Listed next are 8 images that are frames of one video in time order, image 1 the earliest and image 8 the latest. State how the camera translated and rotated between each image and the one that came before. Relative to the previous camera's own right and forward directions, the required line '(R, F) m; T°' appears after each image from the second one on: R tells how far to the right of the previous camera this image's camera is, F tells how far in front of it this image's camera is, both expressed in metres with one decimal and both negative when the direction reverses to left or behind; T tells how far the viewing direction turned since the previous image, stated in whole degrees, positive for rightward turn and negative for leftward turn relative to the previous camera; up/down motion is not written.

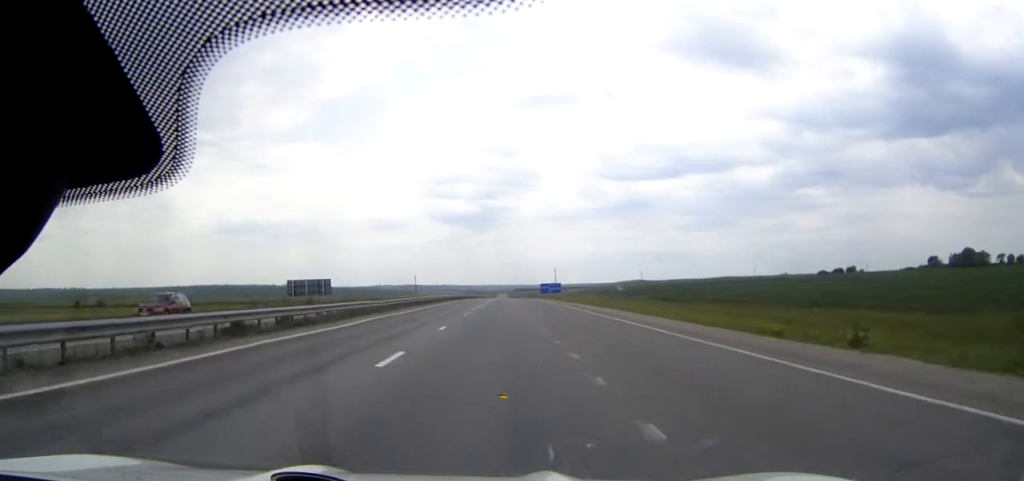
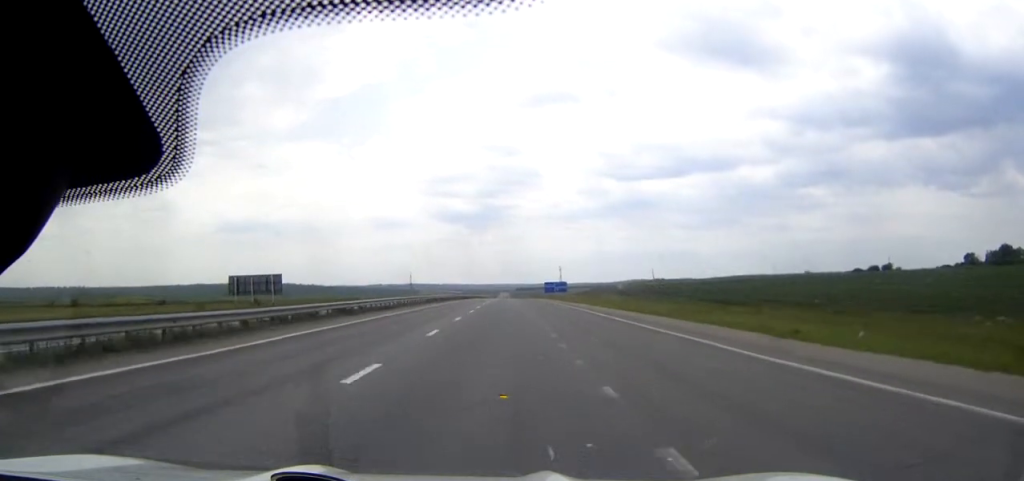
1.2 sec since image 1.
(0.0, +26.5) m; 0°
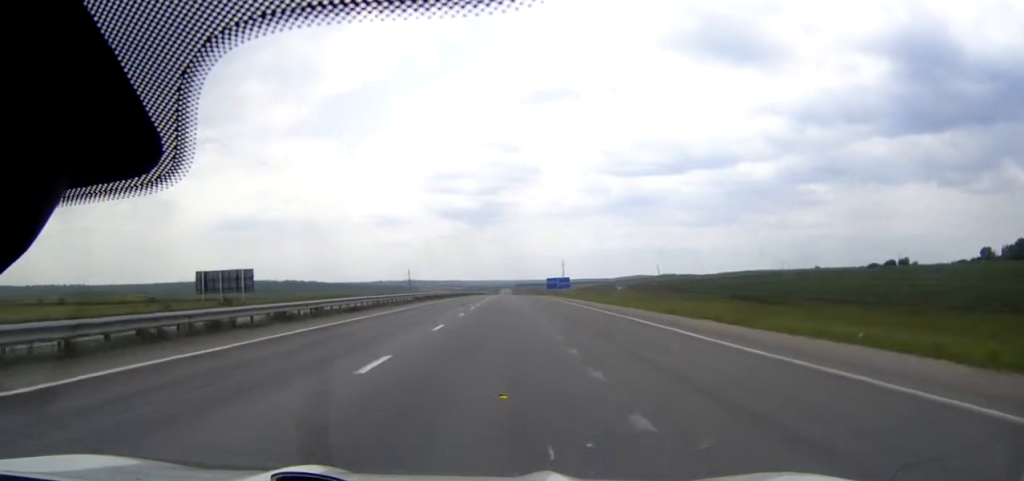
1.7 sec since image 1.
(0.0, +10.7) m; 0°
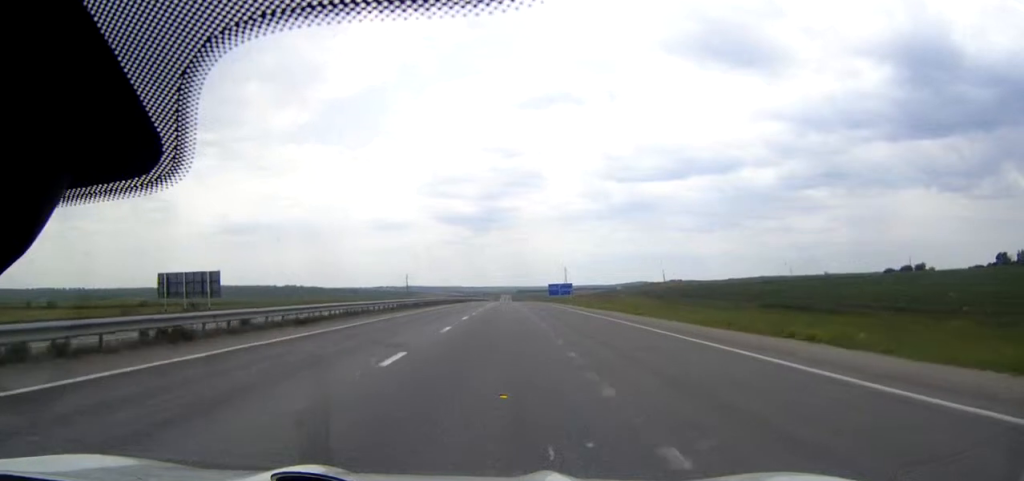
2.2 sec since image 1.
(0.0, +10.1) m; 0°
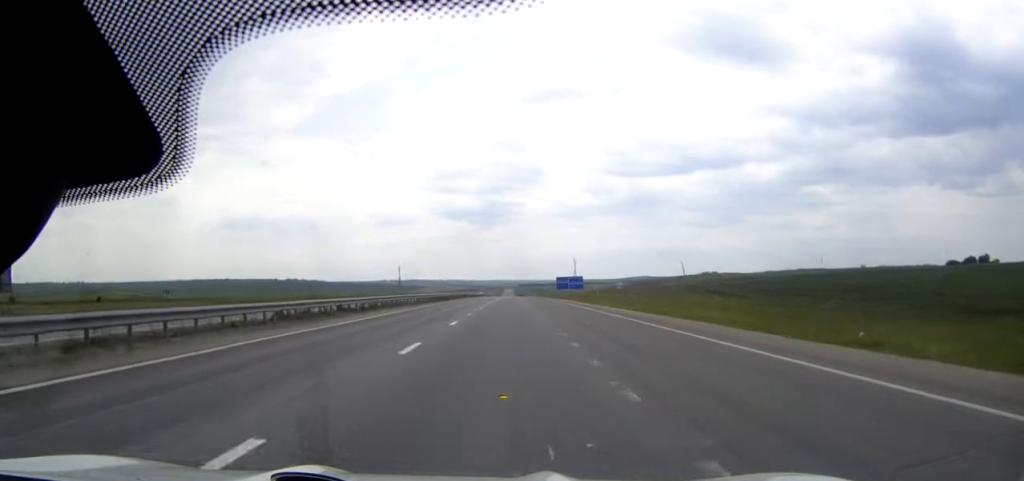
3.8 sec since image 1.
(0.0, +34.4) m; 0°
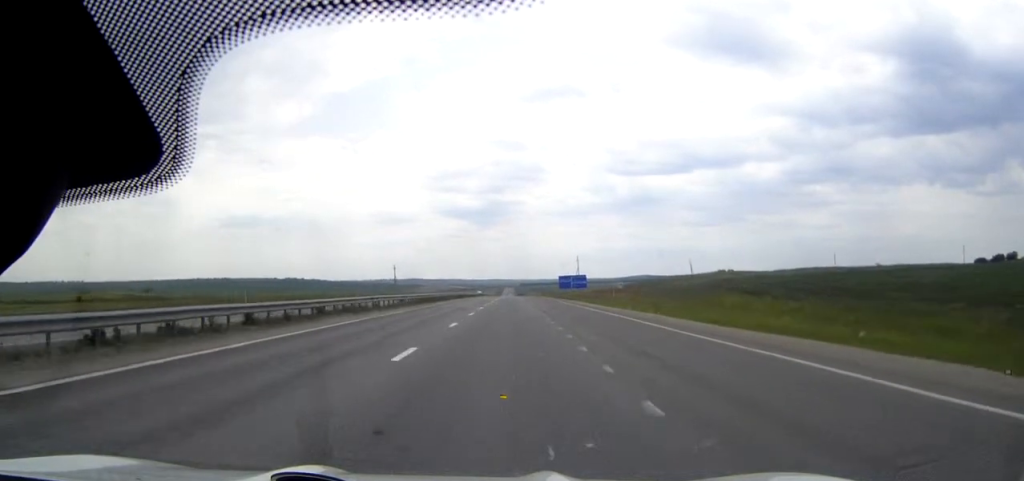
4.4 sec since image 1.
(0.0, +13.6) m; 0°
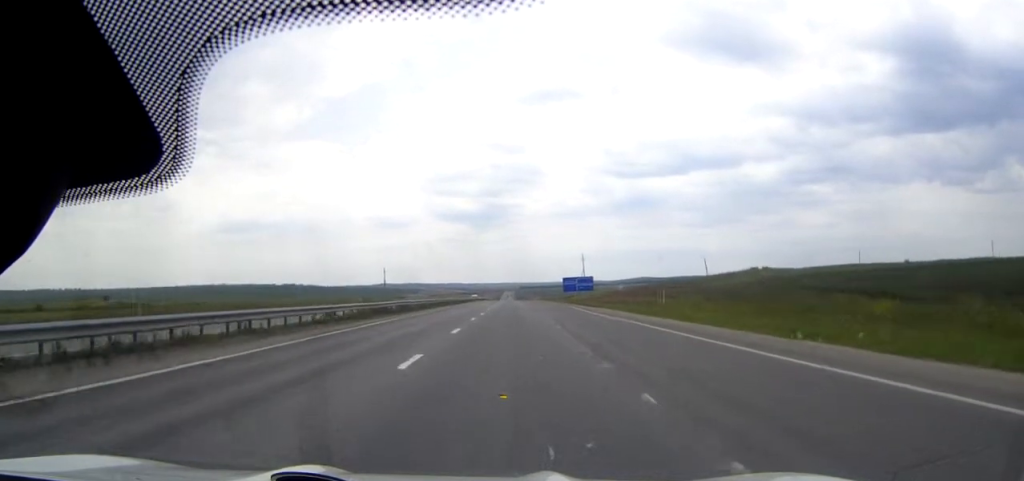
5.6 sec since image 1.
(0.0, +24.3) m; 0°
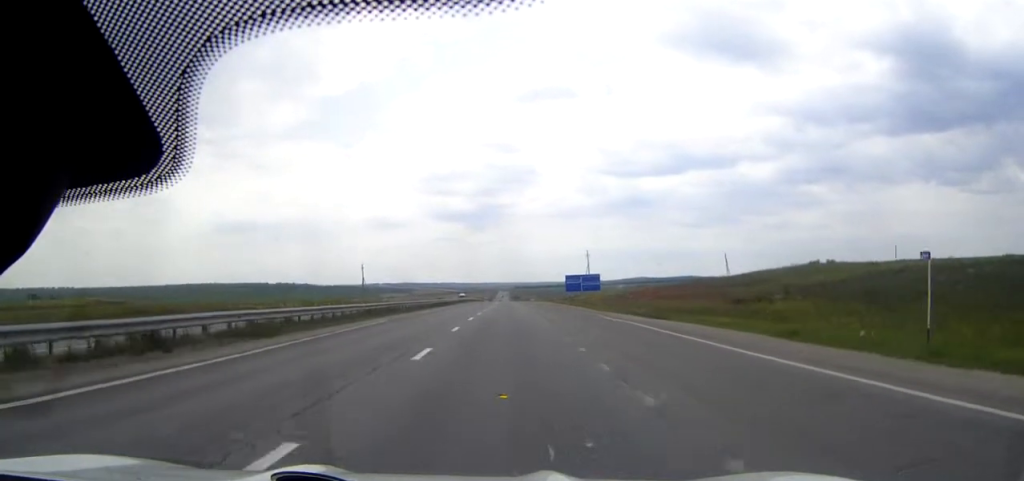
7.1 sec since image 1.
(0.0, +33.6) m; 0°
